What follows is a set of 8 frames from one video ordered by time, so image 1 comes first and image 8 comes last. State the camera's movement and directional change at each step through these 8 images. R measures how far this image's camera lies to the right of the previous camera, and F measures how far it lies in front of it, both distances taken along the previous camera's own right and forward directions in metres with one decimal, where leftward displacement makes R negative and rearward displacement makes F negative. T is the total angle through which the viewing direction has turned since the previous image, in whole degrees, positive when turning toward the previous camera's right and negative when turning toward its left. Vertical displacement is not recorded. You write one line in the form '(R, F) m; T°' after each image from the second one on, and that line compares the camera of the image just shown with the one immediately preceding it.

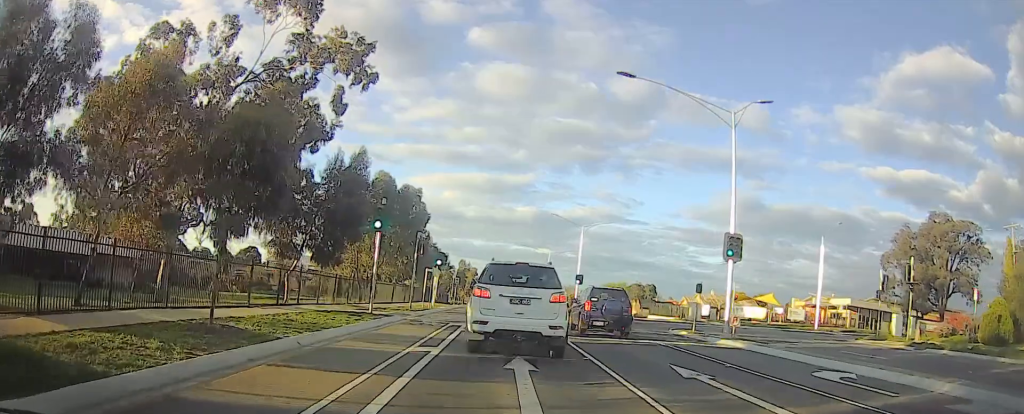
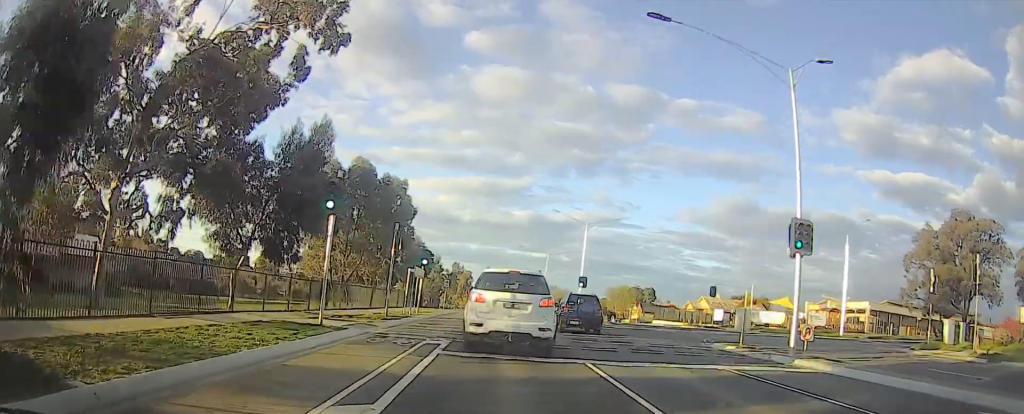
(-0.2, +5.6) m; -3°
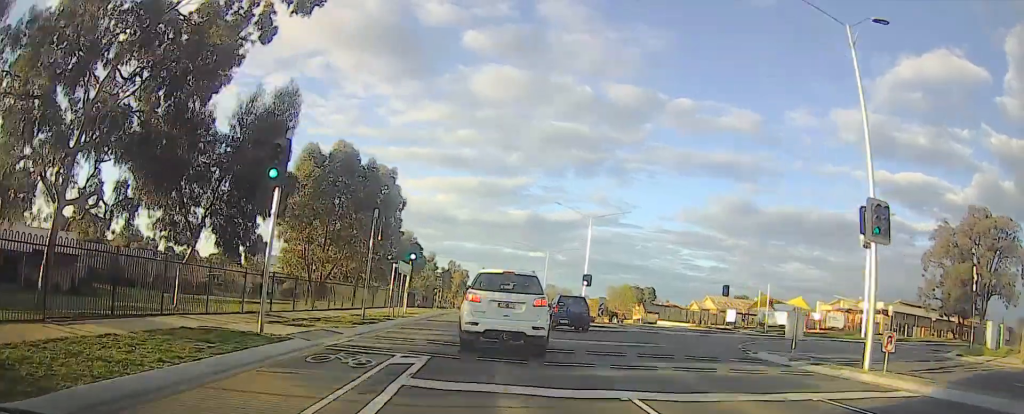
(-0.1, +3.7) m; -2°
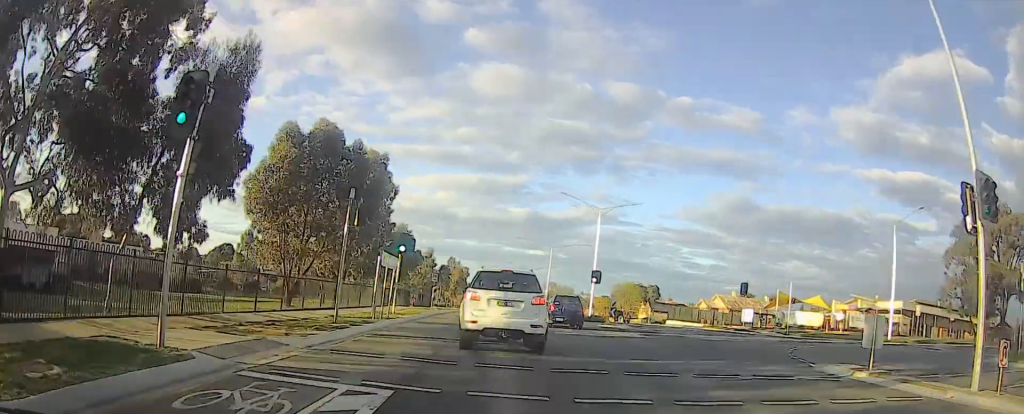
(0.0, +3.5) m; -1°
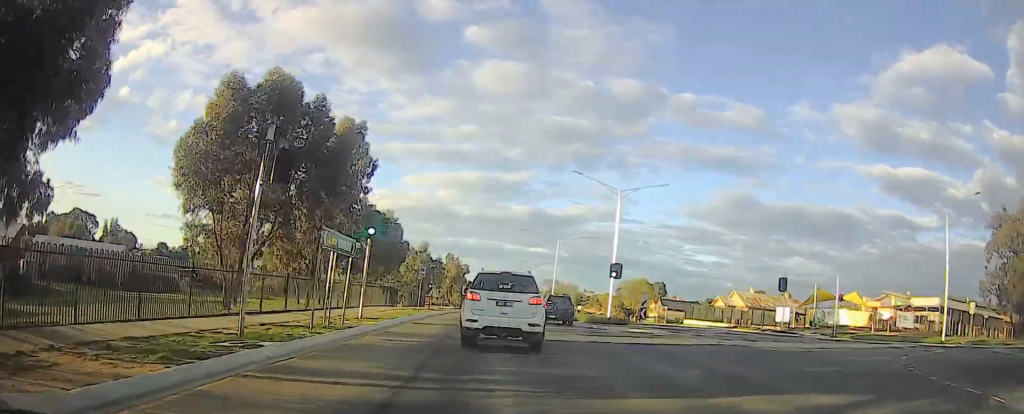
(-0.1, +6.8) m; +1°
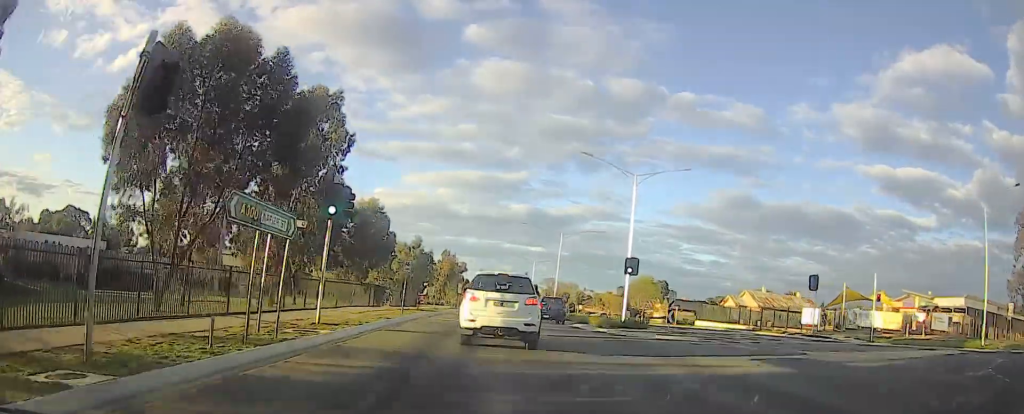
(-0.2, +5.0) m; +2°
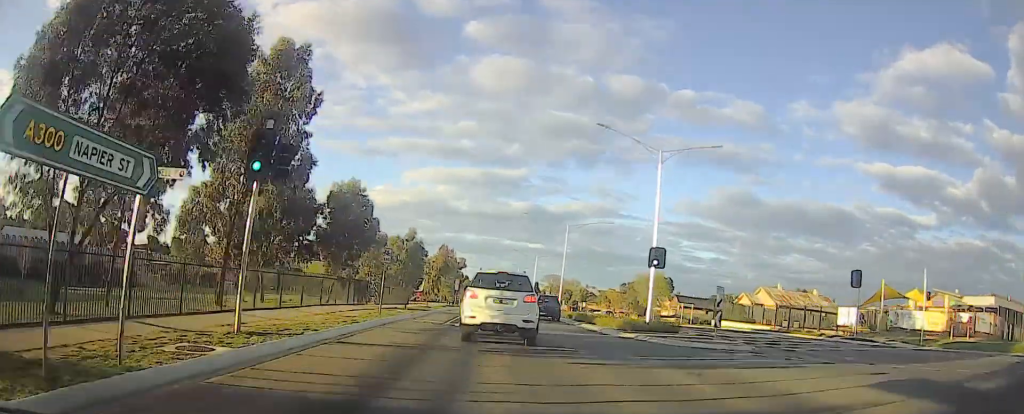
(+0.3, +5.3) m; 0°
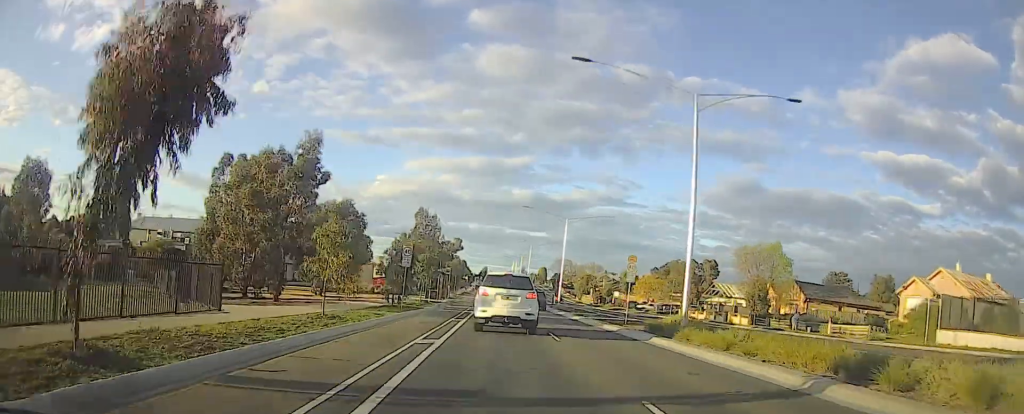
(-0.6, +37.8) m; 0°
